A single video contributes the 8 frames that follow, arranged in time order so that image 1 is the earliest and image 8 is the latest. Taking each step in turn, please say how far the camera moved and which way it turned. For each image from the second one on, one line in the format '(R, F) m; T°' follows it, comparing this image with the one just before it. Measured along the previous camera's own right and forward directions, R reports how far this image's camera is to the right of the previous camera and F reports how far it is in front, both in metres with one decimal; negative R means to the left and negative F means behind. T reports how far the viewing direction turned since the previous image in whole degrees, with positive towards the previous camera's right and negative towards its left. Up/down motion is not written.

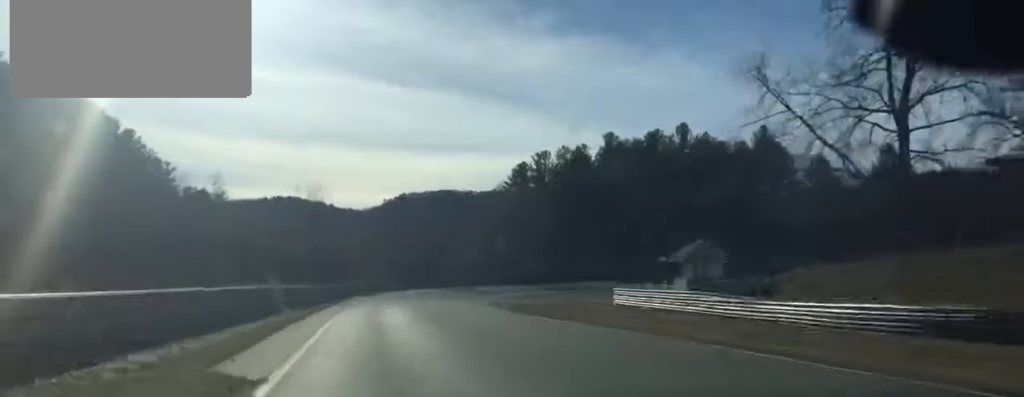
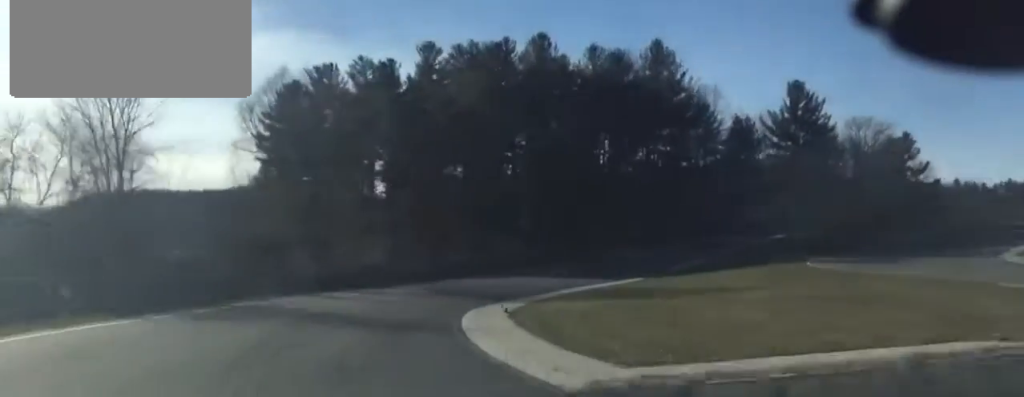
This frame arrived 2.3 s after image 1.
(+3.7, +74.5) m; +16°
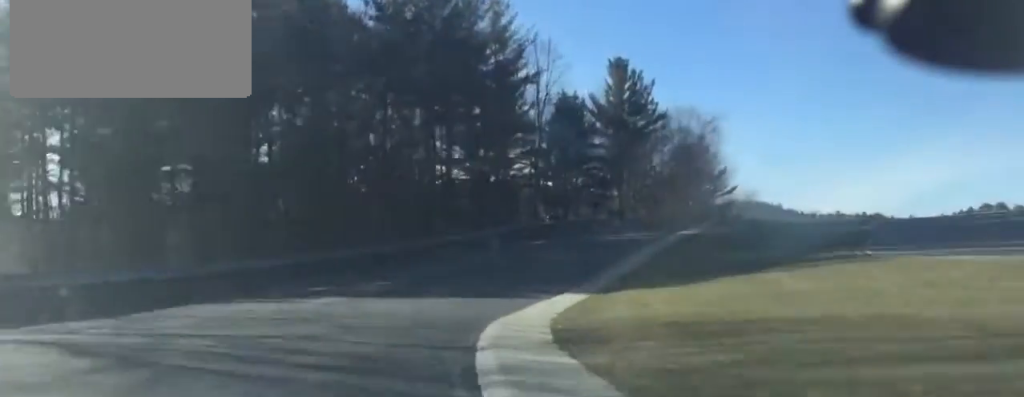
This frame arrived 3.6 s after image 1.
(+6.8, +34.2) m; +17°
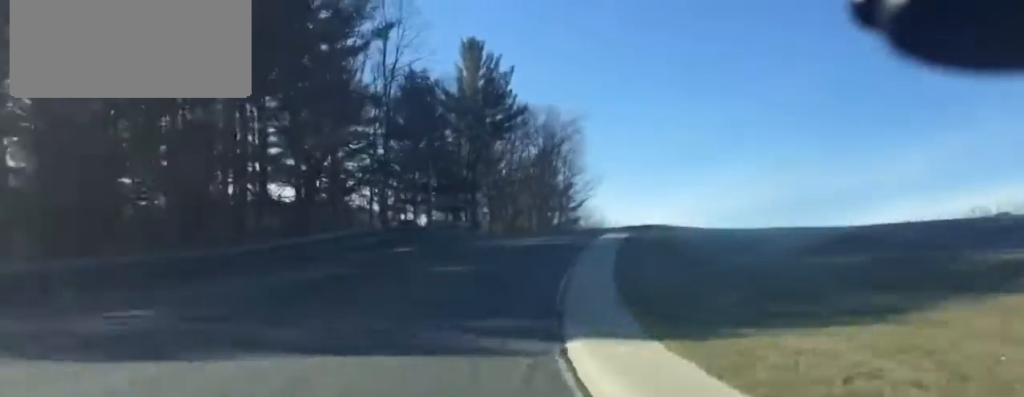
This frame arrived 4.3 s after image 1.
(+1.3, +20.3) m; +5°
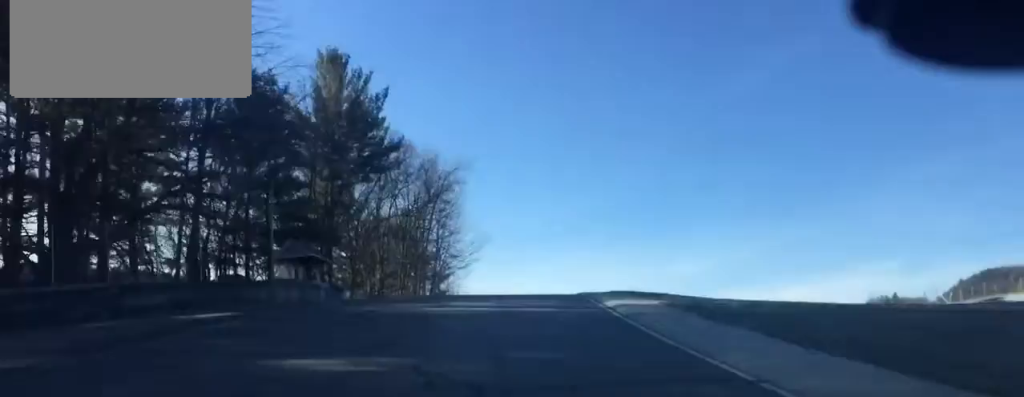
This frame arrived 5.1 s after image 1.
(+1.0, +22.4) m; +10°
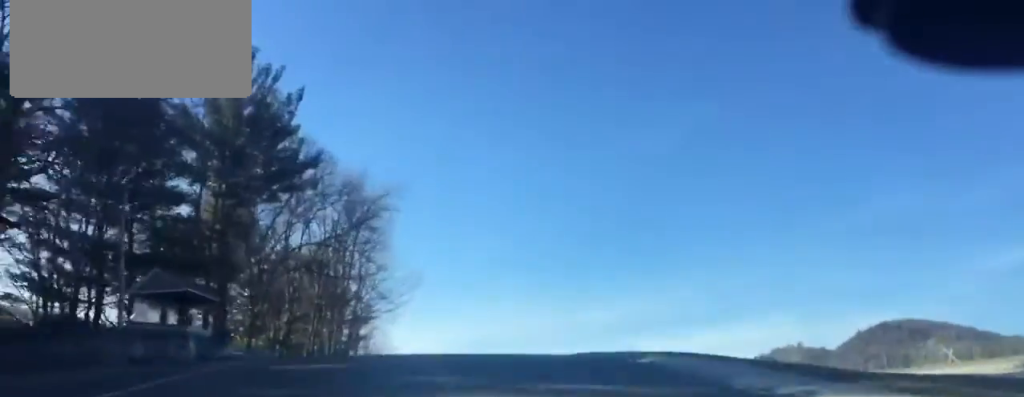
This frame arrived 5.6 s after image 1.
(+0.3, +14.1) m; +7°
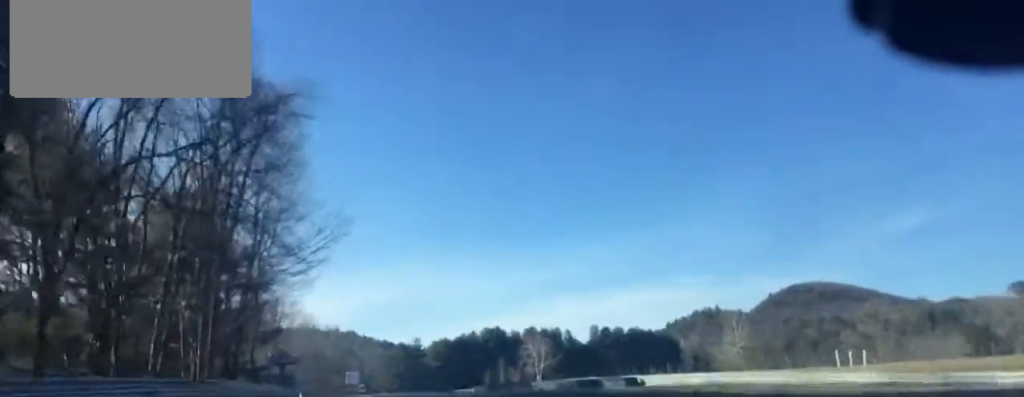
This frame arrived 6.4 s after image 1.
(+3.1, +24.5) m; +12°
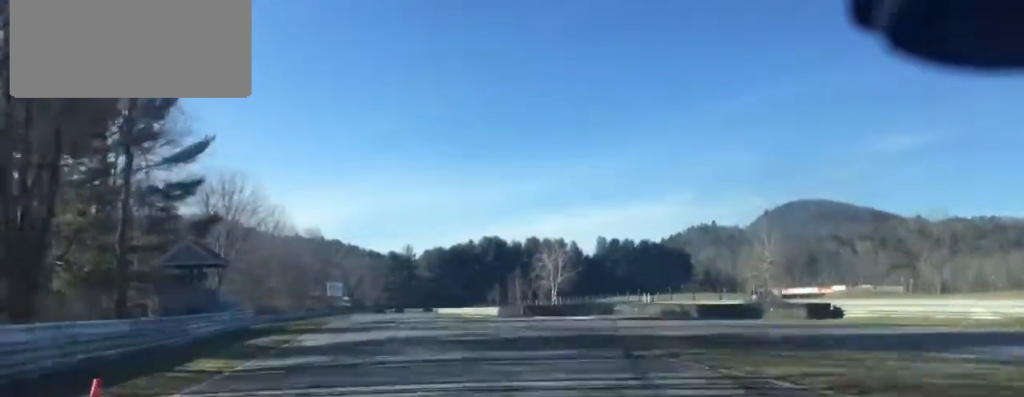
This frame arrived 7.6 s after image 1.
(+2.6, +35.7) m; +2°
